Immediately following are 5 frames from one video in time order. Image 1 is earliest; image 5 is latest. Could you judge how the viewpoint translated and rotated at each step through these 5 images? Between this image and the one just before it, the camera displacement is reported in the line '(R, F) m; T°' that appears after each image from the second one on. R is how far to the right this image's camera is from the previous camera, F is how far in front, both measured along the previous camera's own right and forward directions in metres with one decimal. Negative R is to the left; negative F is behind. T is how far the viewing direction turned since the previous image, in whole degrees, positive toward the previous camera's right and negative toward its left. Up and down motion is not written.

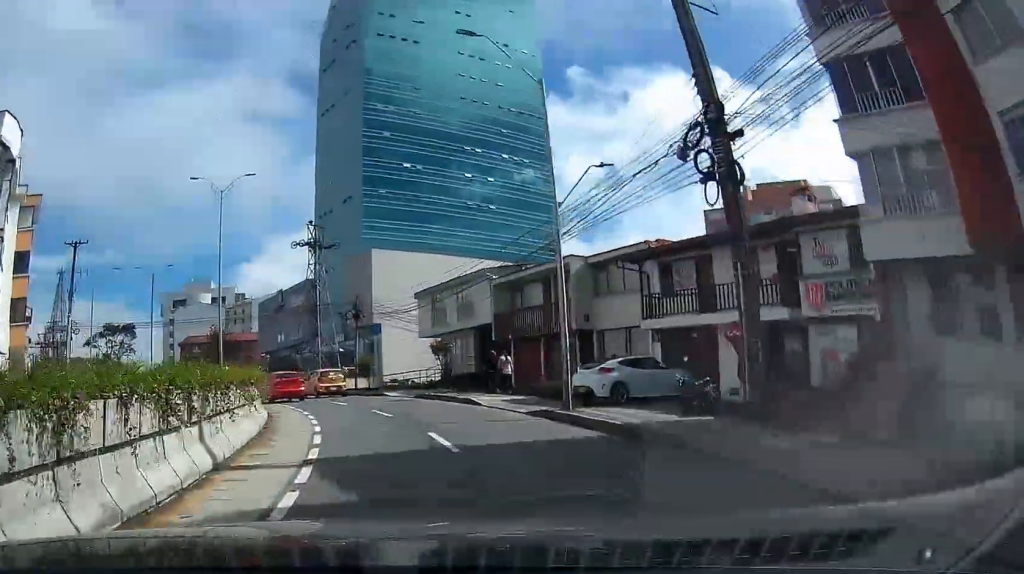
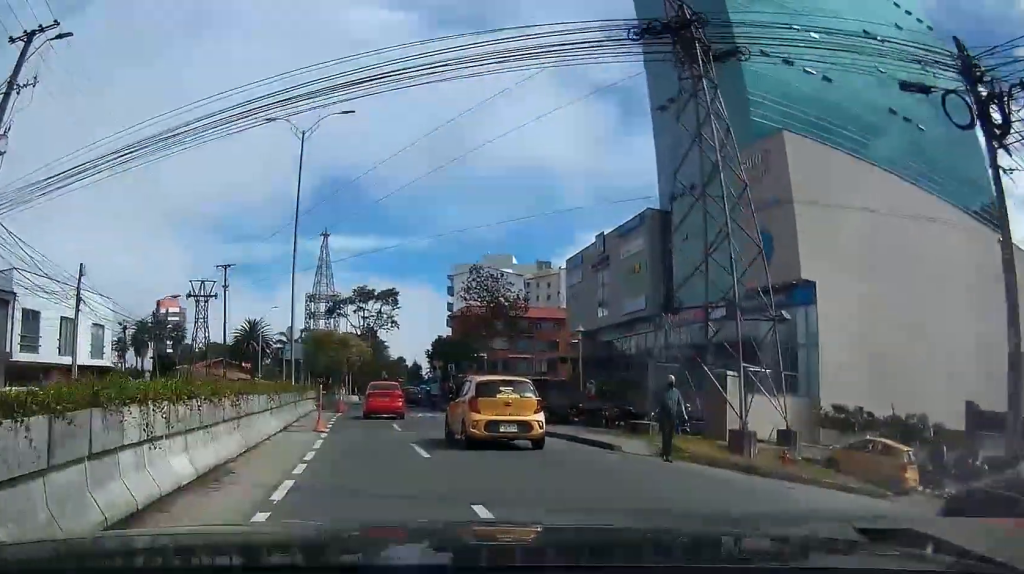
(-6.7, +39.8) m; -25°
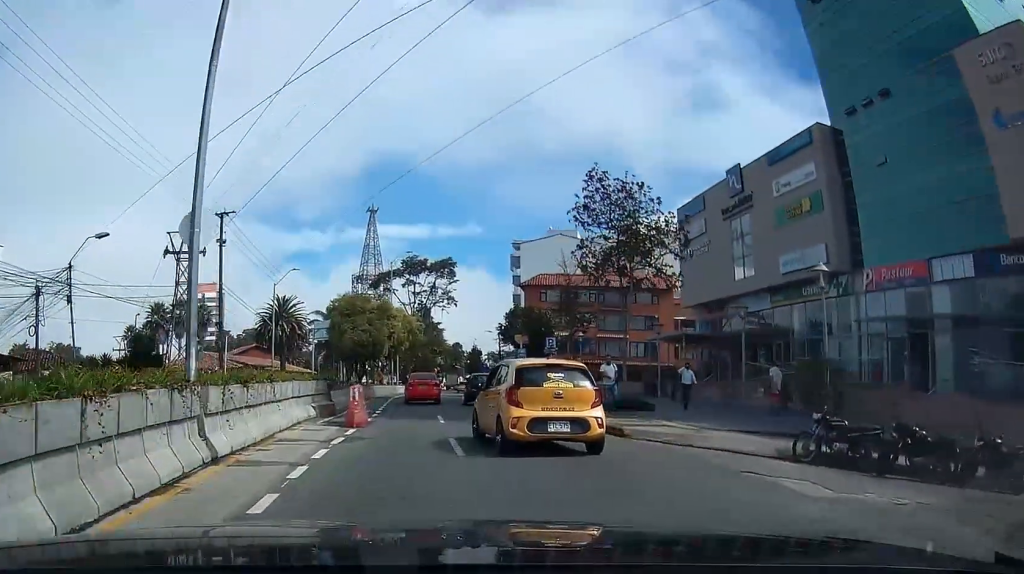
(-2.0, +18.9) m; -8°
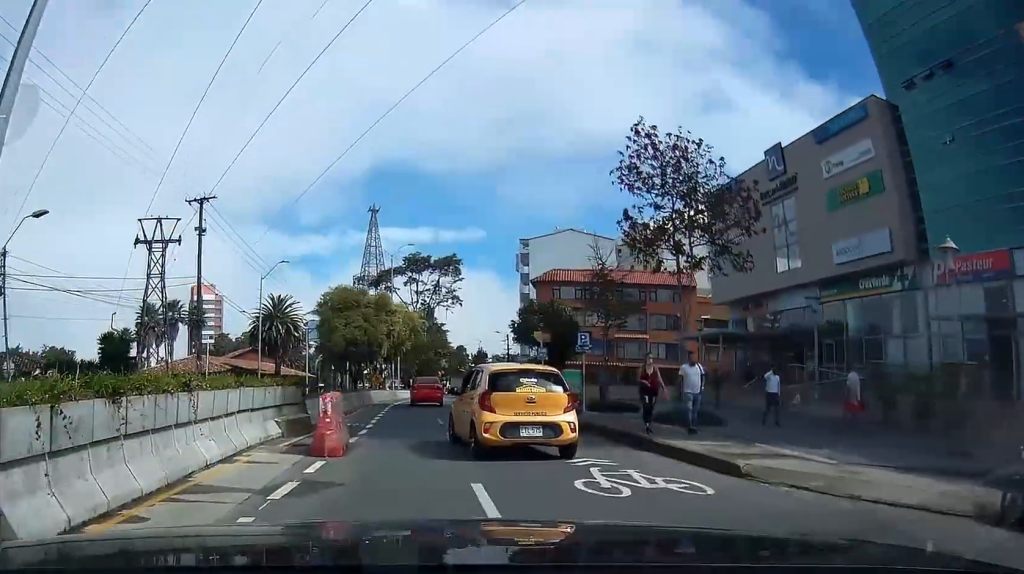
(0.0, +5.6) m; 0°
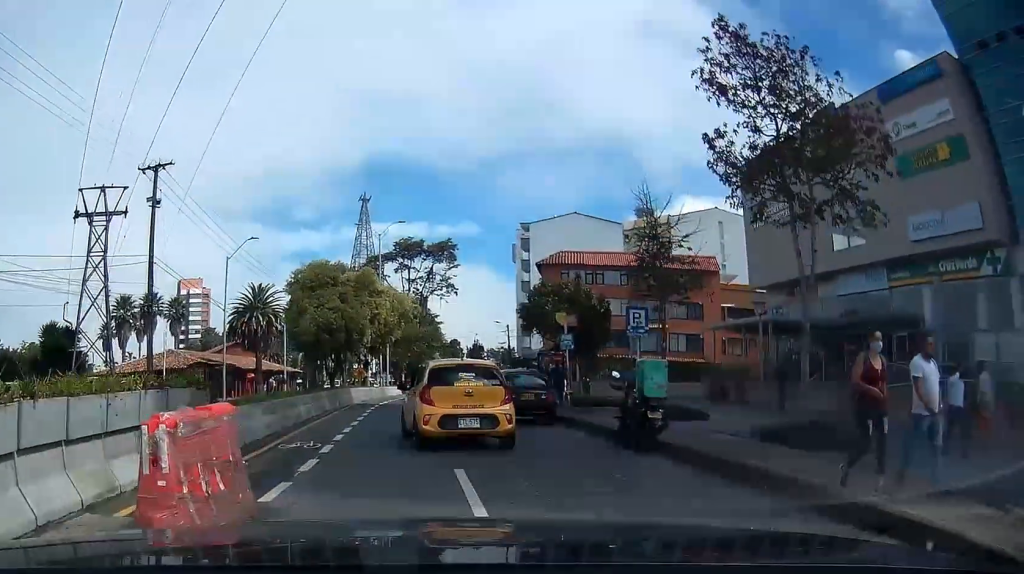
(0.0, +7.0) m; 0°
